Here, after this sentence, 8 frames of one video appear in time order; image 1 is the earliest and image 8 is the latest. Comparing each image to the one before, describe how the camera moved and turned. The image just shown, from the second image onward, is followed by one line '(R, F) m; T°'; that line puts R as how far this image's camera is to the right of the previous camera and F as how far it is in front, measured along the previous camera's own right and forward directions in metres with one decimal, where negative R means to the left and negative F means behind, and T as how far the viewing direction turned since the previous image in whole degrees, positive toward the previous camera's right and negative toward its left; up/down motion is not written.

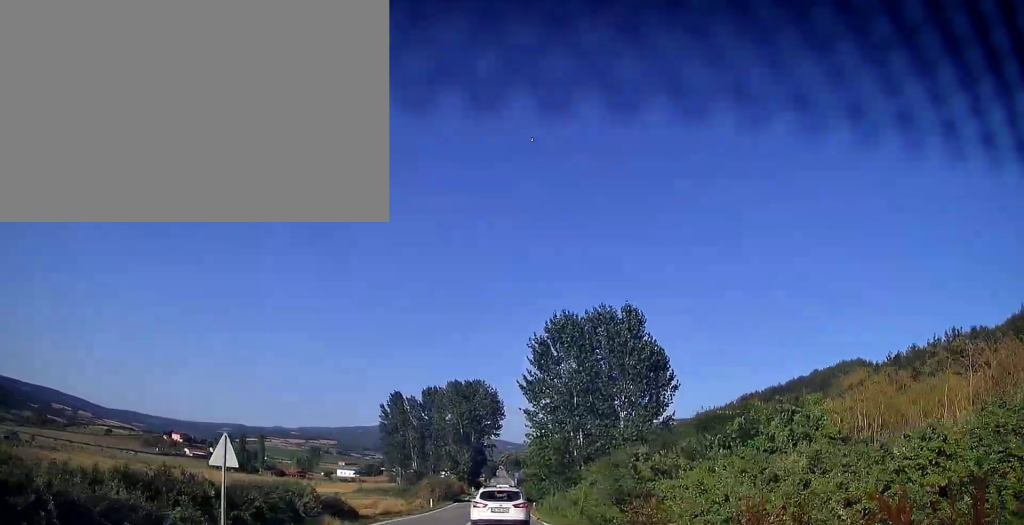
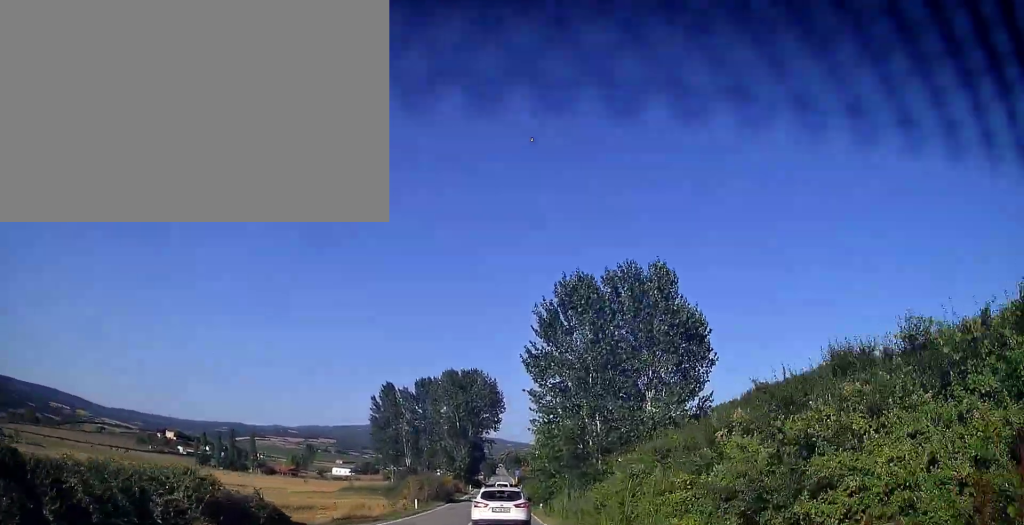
(0.0, +8.8) m; 0°
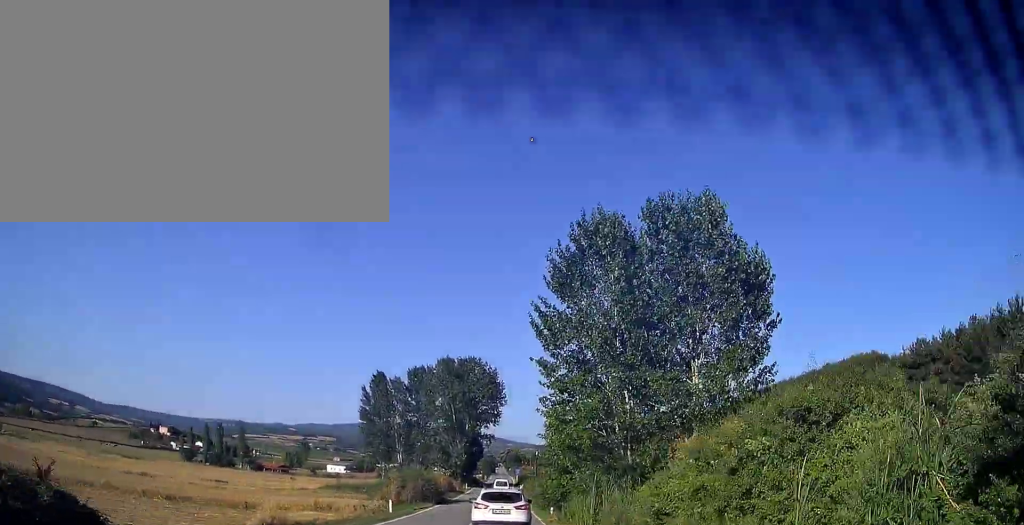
(-0.1, +9.3) m; 0°
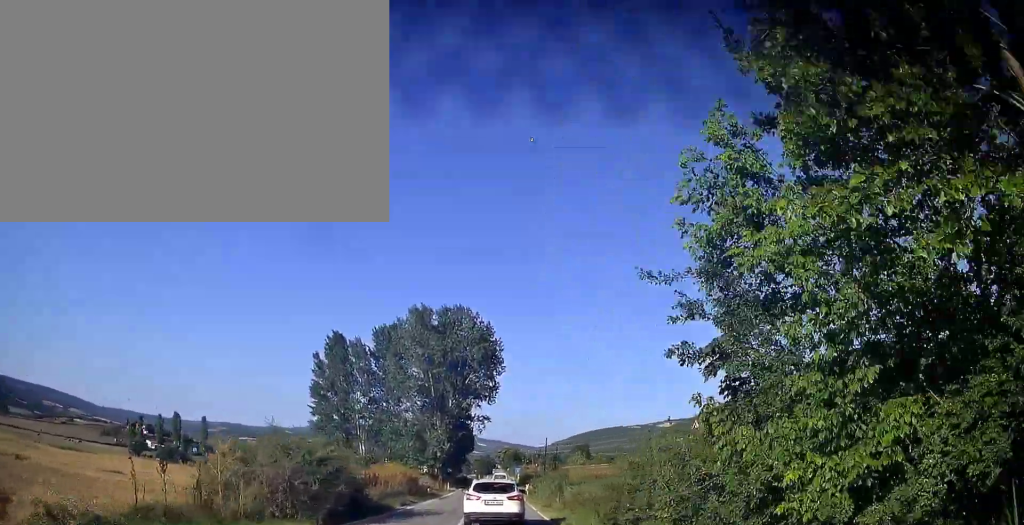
(-0.1, +28.1) m; 0°
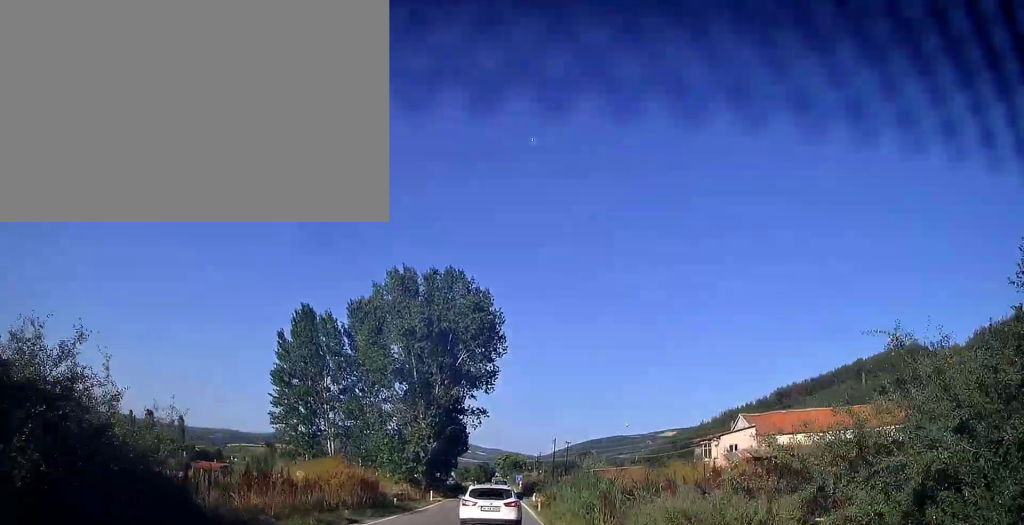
(+0.1, +14.3) m; 0°
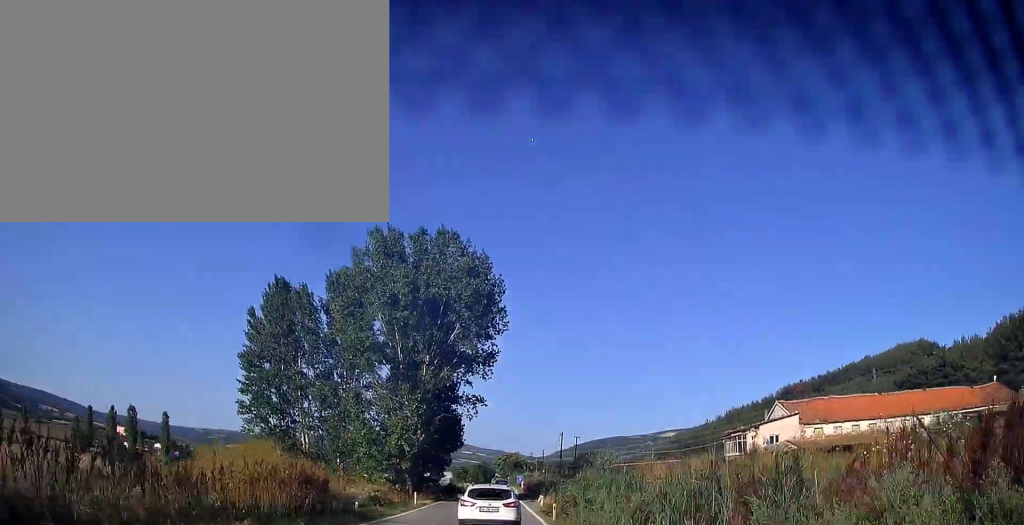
(0.0, +9.6) m; 0°
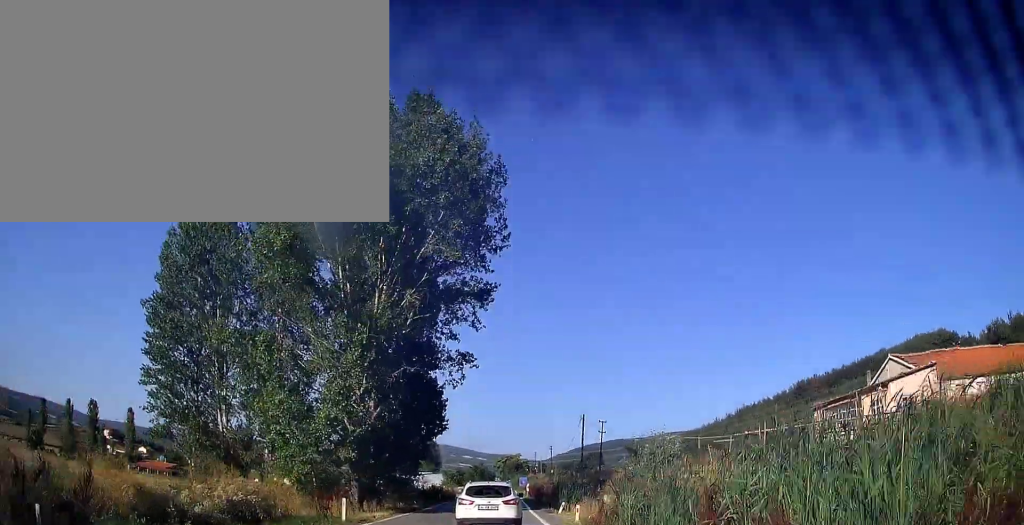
(0.0, +18.1) m; 0°
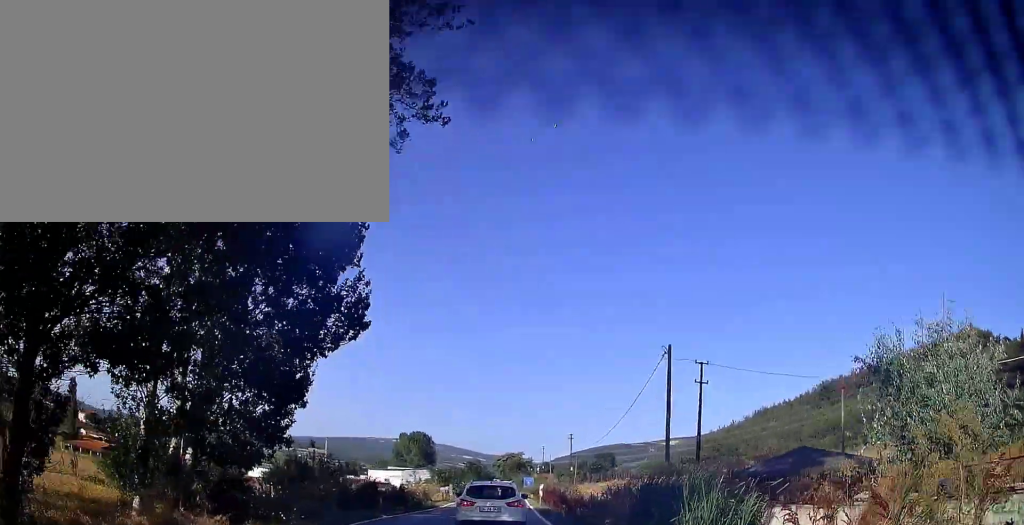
(+0.2, +25.7) m; 0°
